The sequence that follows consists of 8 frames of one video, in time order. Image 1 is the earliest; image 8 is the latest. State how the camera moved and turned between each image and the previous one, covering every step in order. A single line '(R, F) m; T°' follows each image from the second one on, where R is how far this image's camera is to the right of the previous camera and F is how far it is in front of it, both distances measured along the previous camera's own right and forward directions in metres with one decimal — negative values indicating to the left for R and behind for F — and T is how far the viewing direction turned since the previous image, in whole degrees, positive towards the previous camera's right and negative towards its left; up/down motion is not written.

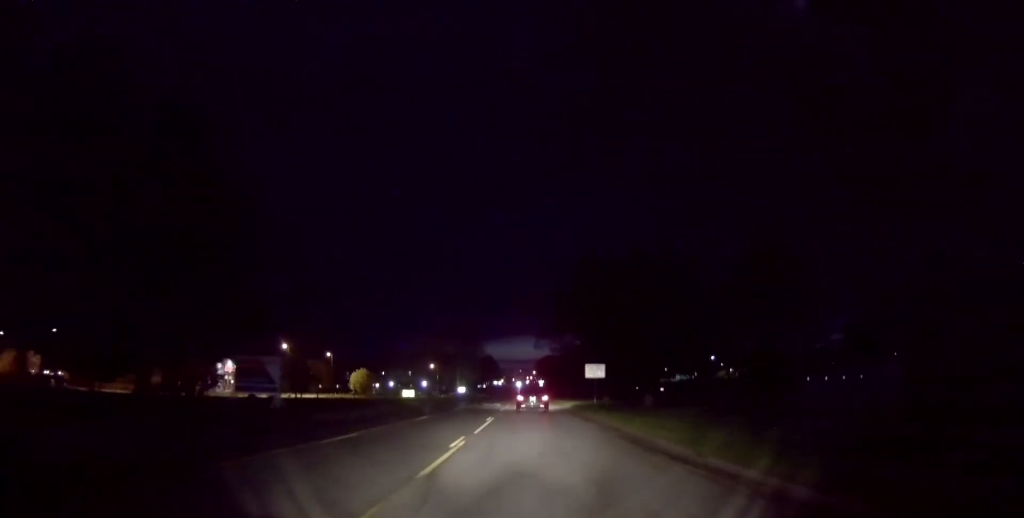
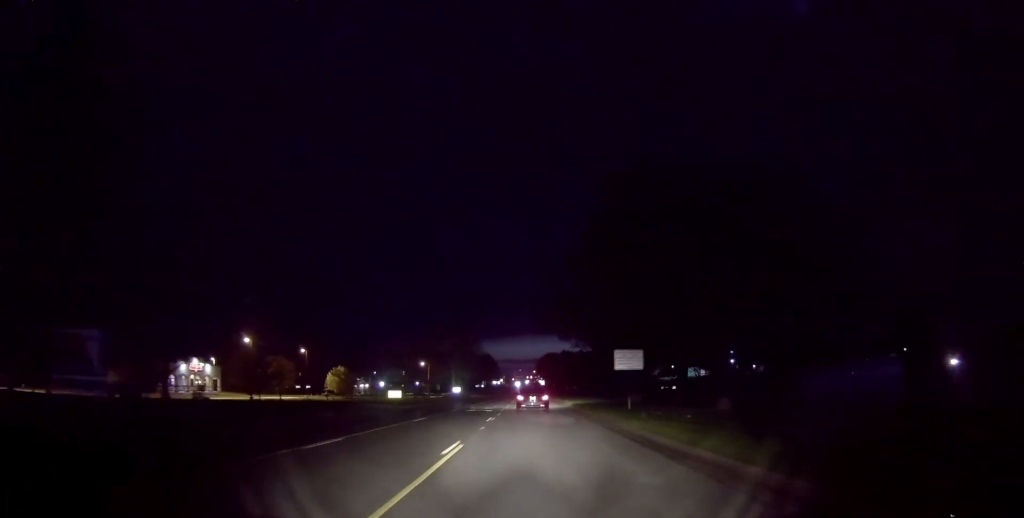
(0.0, +13.8) m; 0°
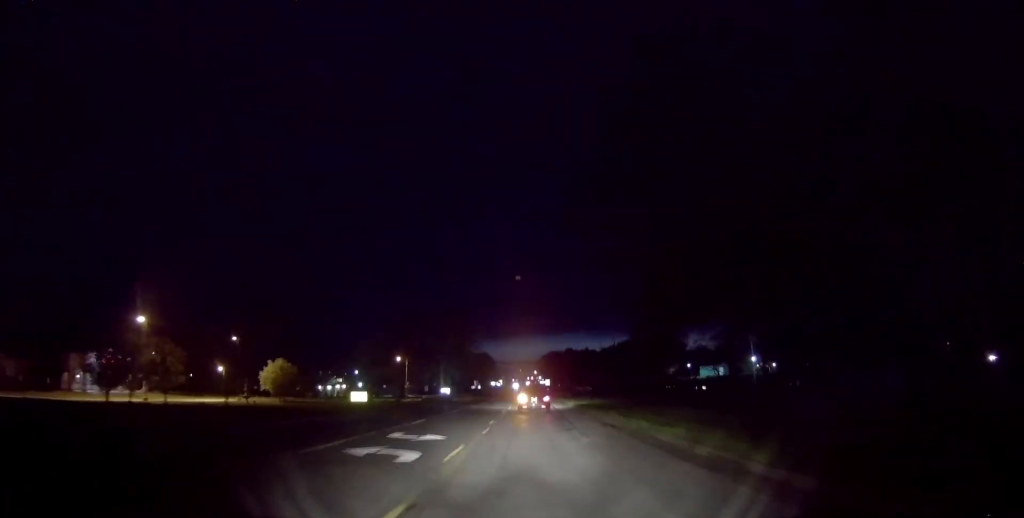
(+0.8, +25.6) m; +2°
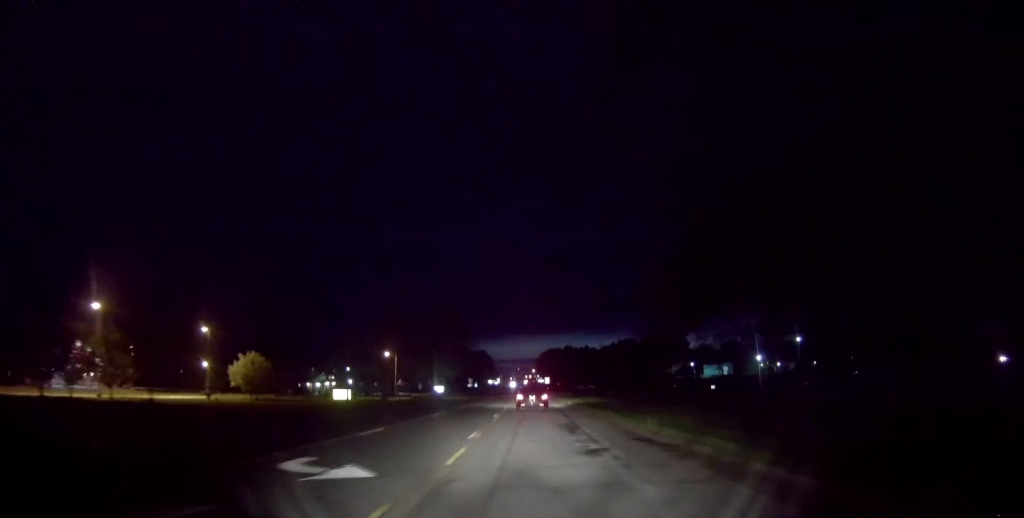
(-0.1, +7.1) m; -1°
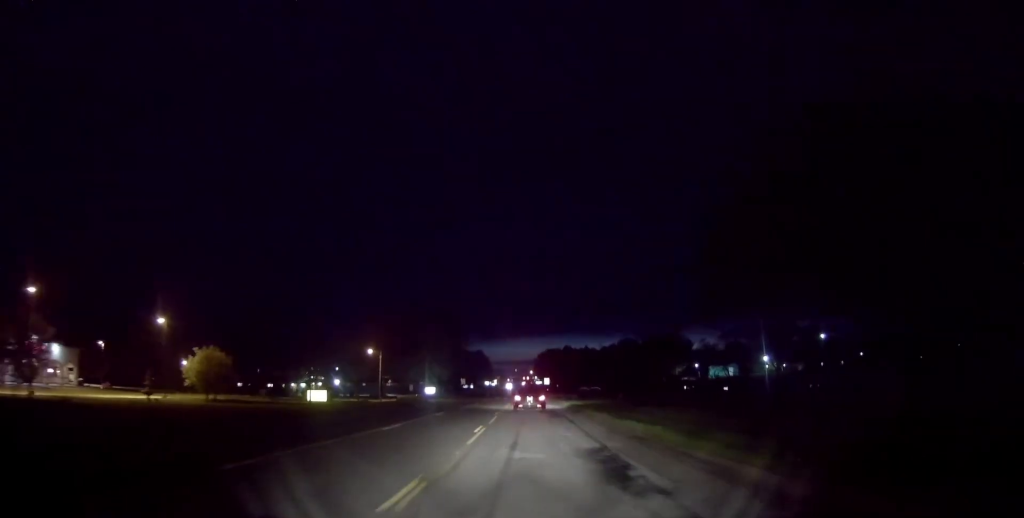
(-0.2, +9.6) m; -1°
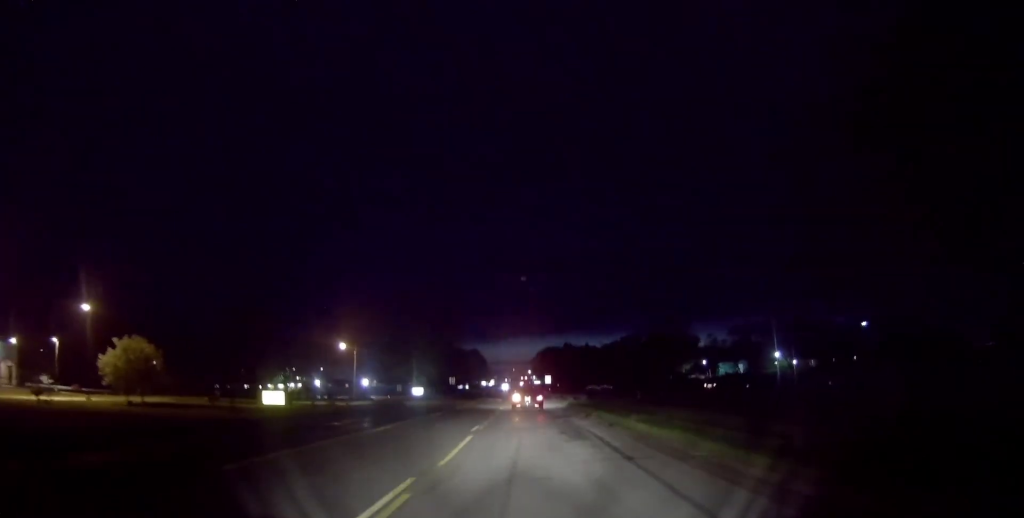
(0.0, +12.9) m; 0°
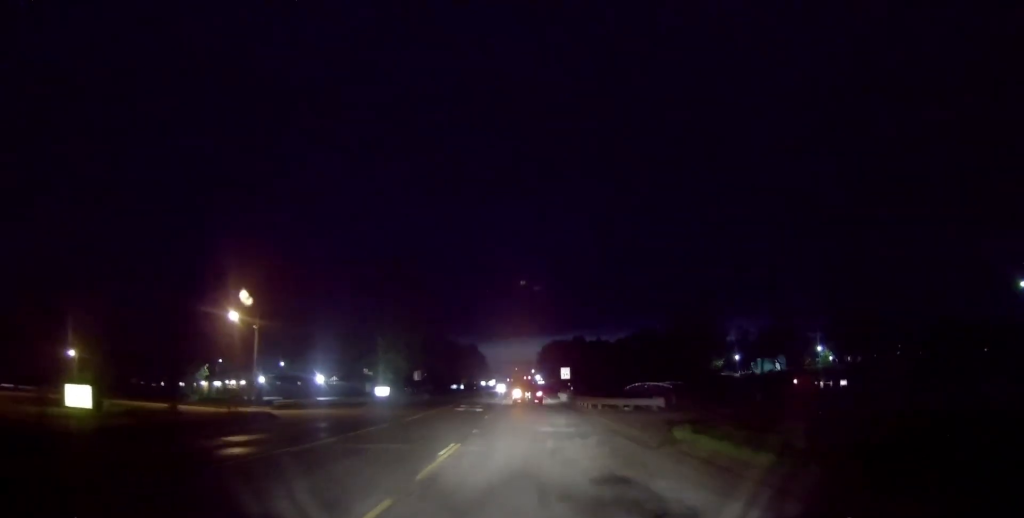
(+1.0, +31.5) m; +2°
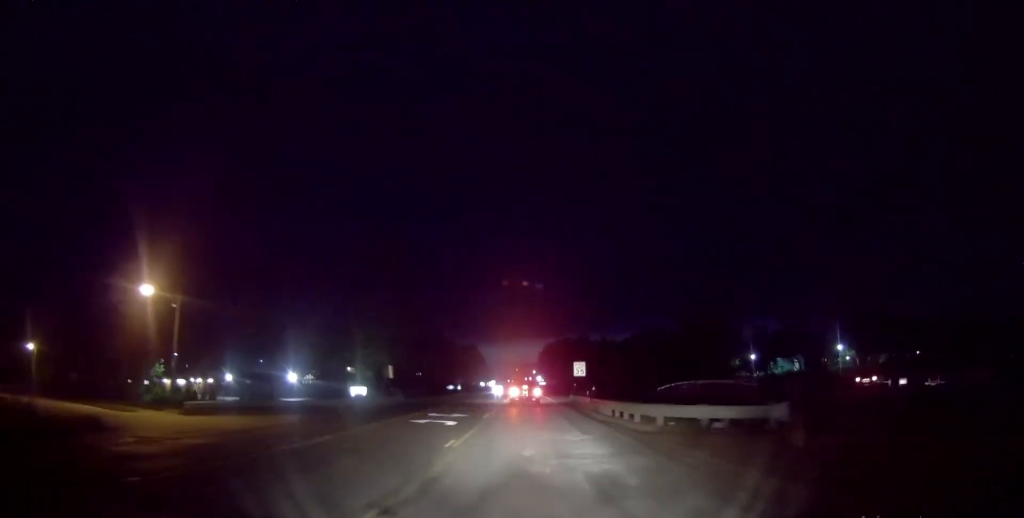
(-0.4, +12.2) m; -2°
